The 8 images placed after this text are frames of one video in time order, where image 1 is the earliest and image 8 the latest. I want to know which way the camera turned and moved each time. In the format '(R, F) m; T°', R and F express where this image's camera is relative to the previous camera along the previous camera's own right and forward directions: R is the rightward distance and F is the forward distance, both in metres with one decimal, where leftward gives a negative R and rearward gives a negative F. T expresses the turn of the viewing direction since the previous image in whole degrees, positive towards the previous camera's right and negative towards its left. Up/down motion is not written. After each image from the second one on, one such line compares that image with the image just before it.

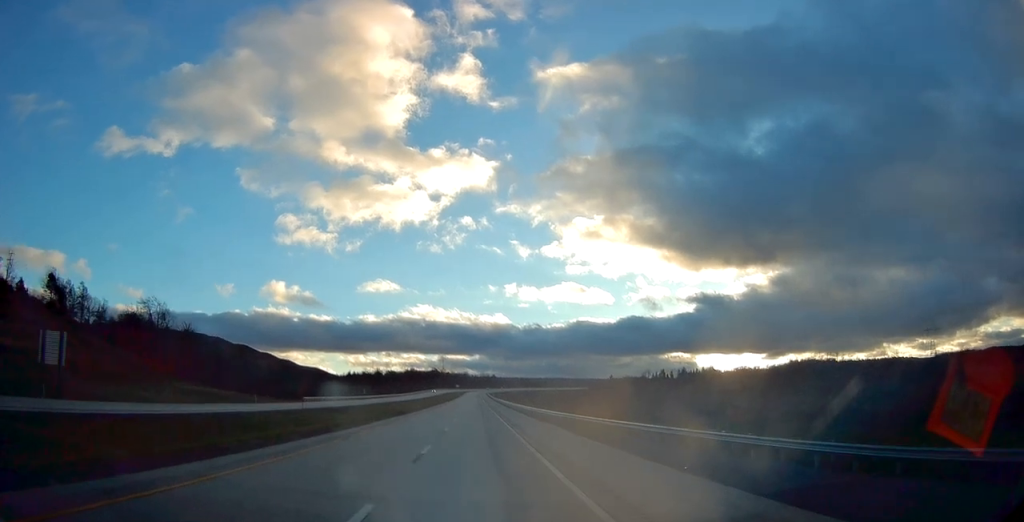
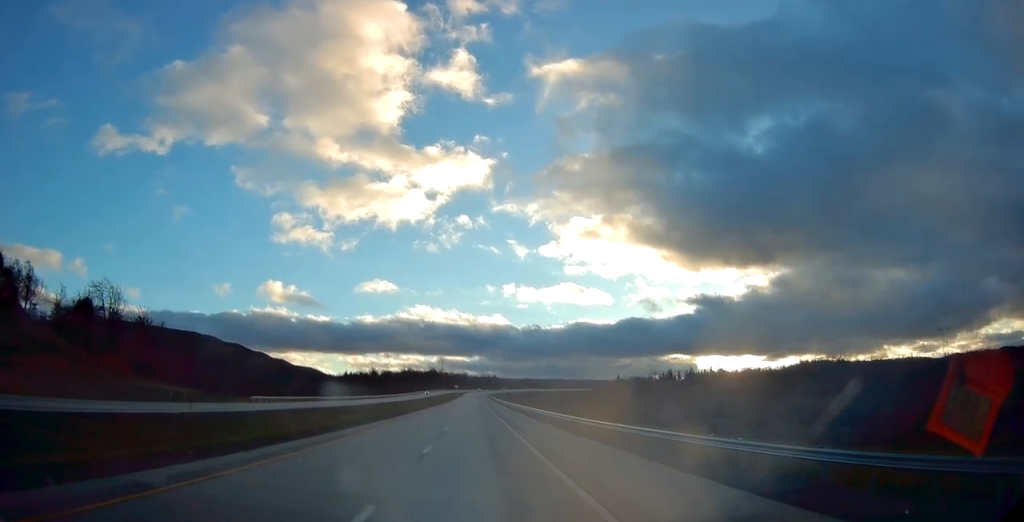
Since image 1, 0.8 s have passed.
(0.0, +24.4) m; 0°
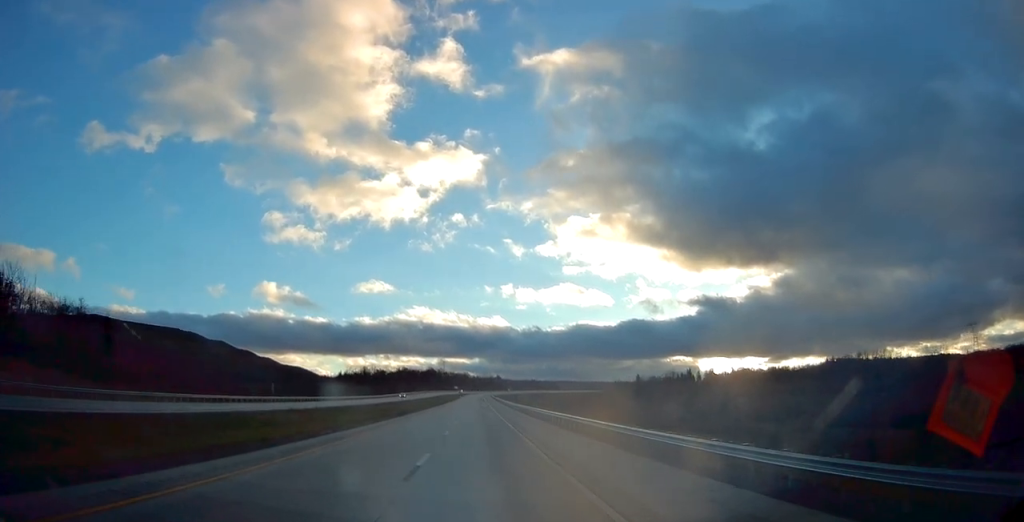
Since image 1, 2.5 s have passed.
(-0.1, +51.9) m; 0°
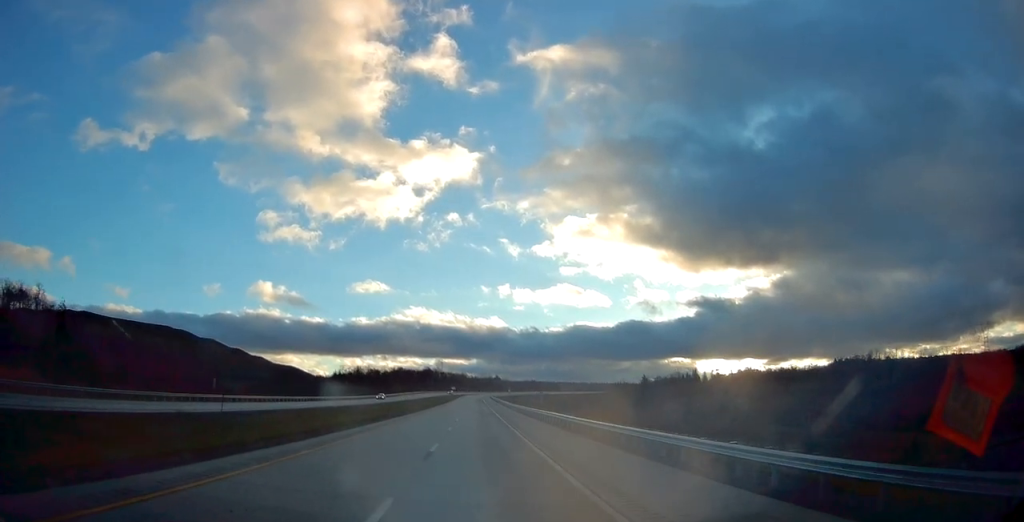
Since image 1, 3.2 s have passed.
(0.0, +20.3) m; 0°
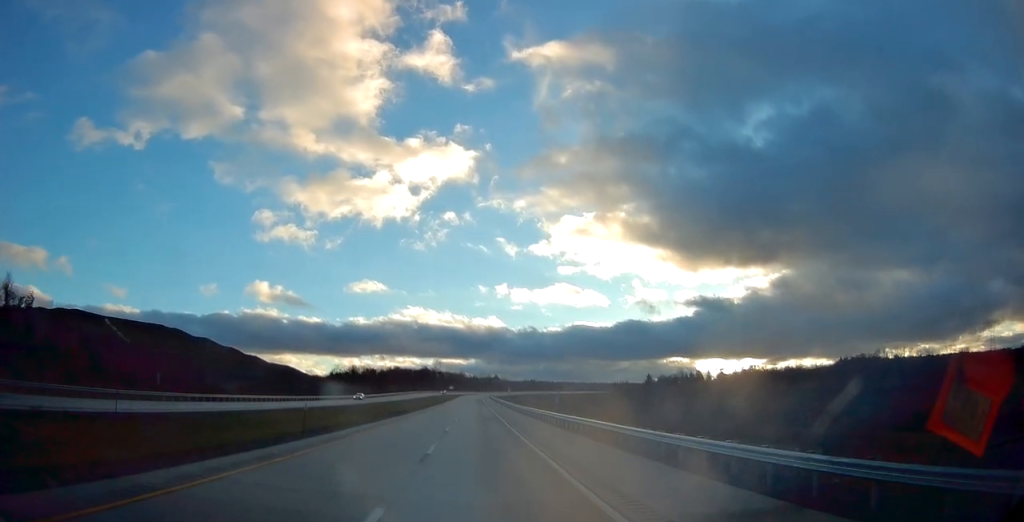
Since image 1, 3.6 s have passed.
(0.0, +13.2) m; 0°
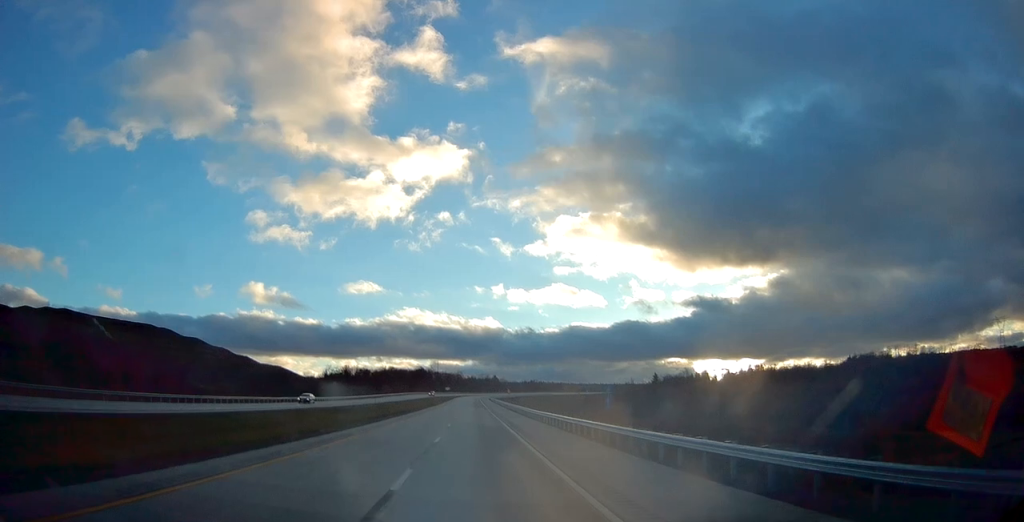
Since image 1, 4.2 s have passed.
(0.0, +19.2) m; 0°
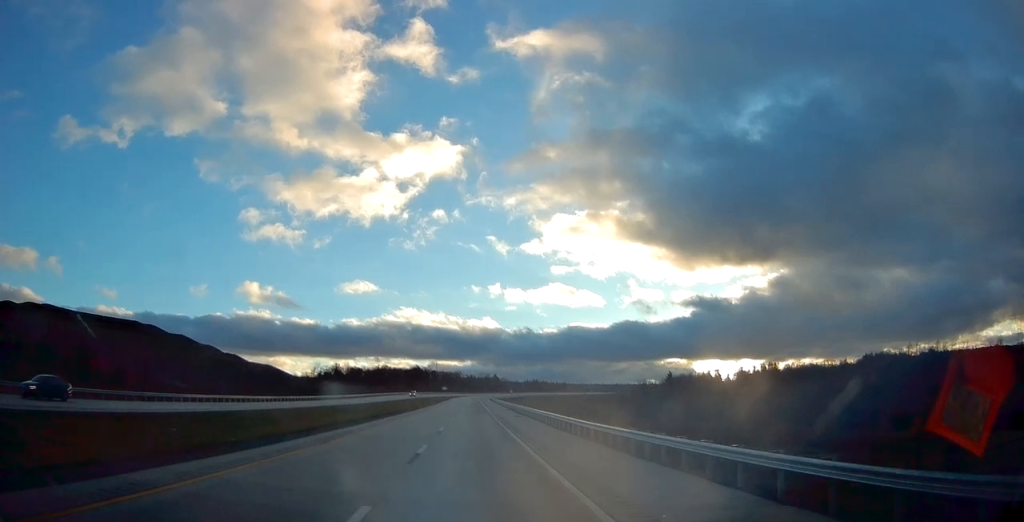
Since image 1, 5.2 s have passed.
(0.0, +29.2) m; 0°
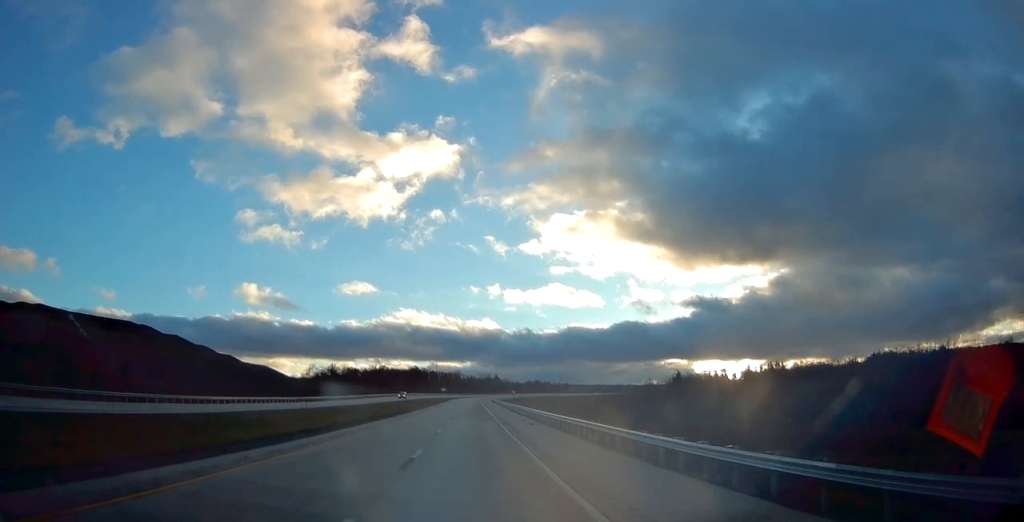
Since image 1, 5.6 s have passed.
(-0.1, +13.1) m; 0°
